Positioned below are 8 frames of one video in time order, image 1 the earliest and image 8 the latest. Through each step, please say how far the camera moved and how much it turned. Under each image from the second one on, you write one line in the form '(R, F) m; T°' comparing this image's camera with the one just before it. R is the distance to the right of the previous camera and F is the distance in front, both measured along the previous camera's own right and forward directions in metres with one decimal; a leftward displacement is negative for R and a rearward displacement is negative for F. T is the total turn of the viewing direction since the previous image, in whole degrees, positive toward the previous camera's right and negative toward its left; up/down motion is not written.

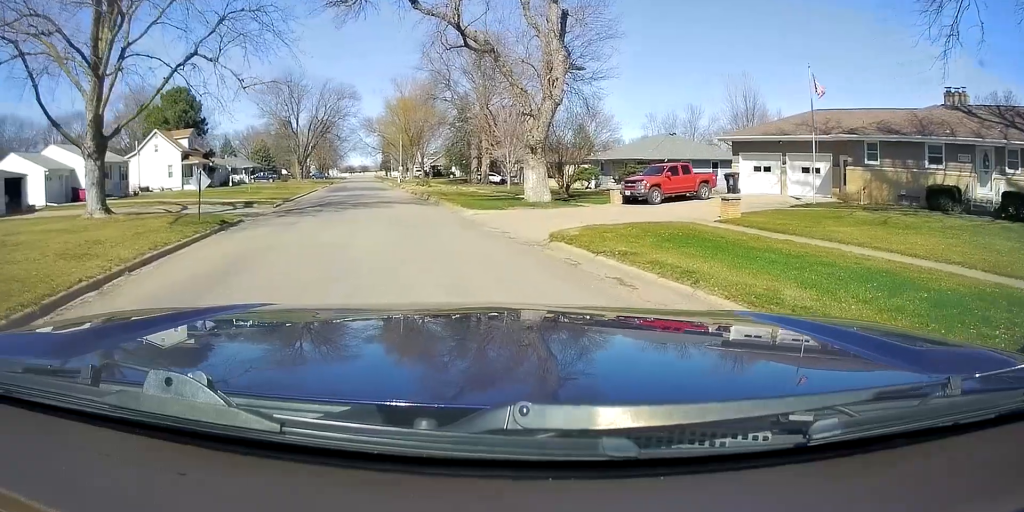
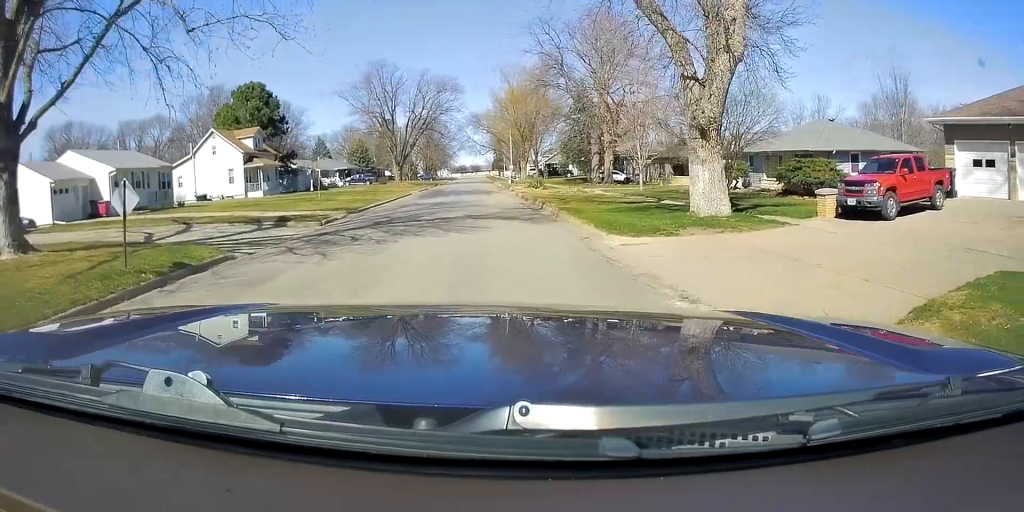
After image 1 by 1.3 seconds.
(-0.6, +9.7) m; -3°
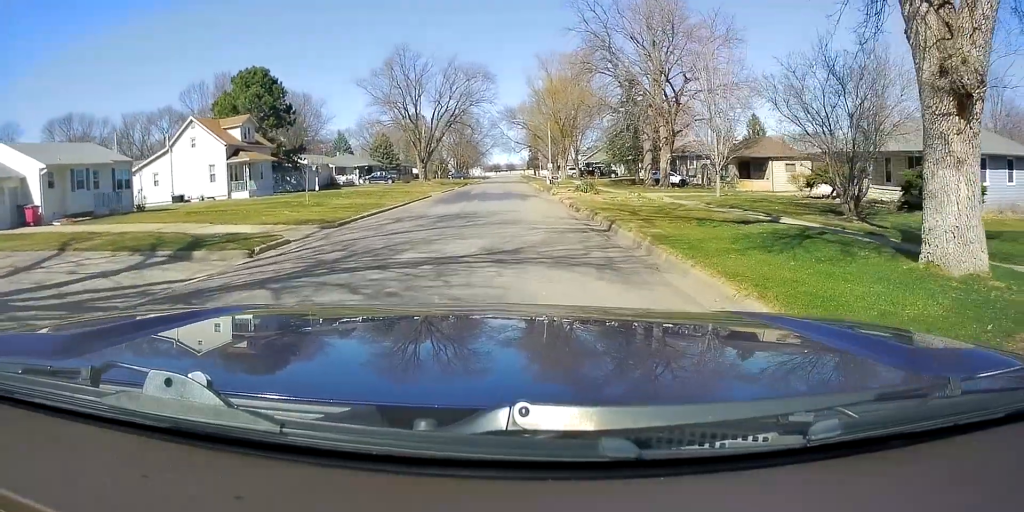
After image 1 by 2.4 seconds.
(-0.1, +9.7) m; -4°
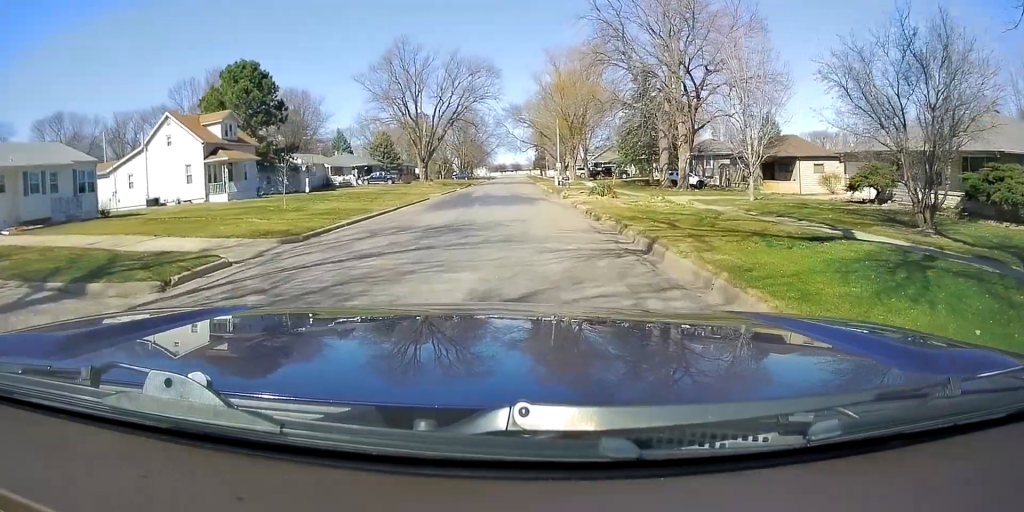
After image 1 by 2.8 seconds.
(-0.2, +4.3) m; -2°
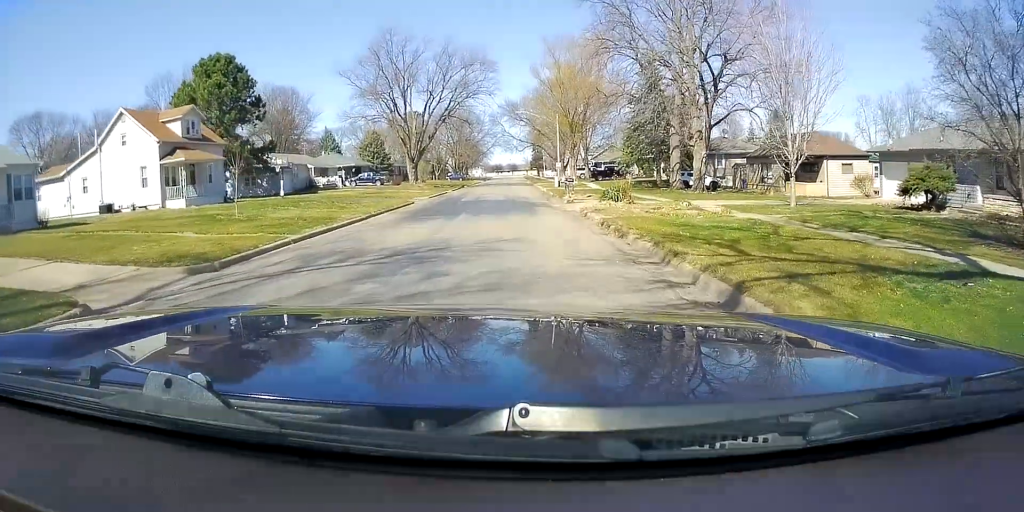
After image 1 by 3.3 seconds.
(-0.1, +5.2) m; -1°
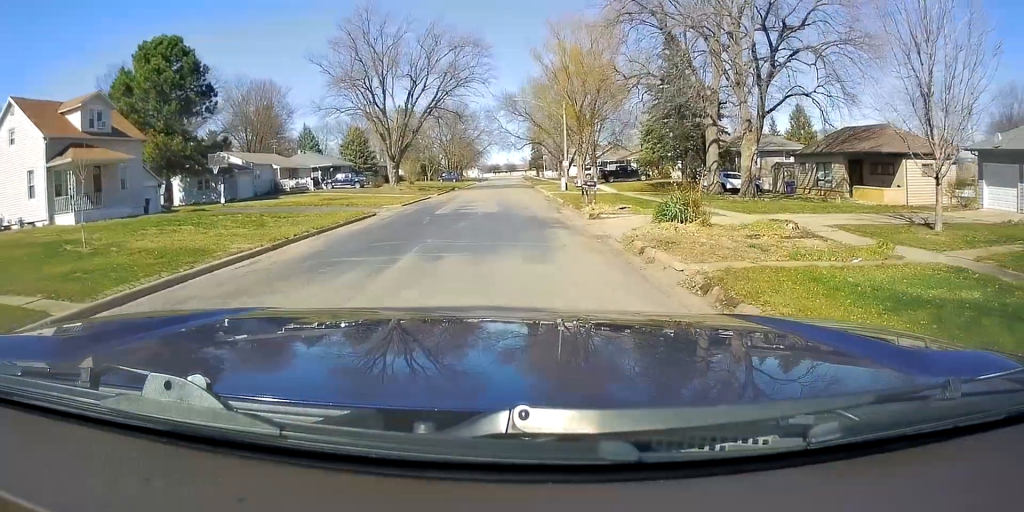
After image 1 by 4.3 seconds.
(0.0, +10.4) m; 0°
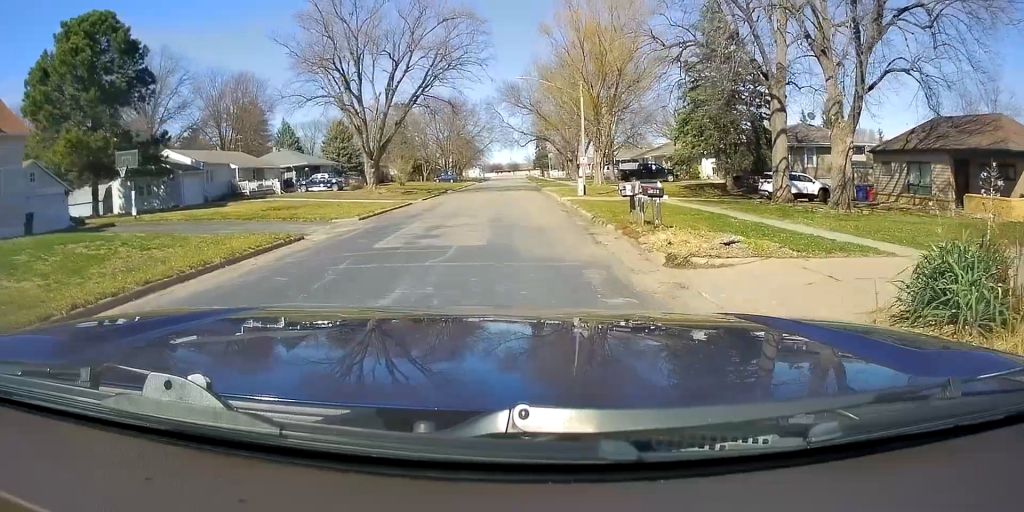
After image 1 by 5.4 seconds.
(0.0, +10.8) m; 0°
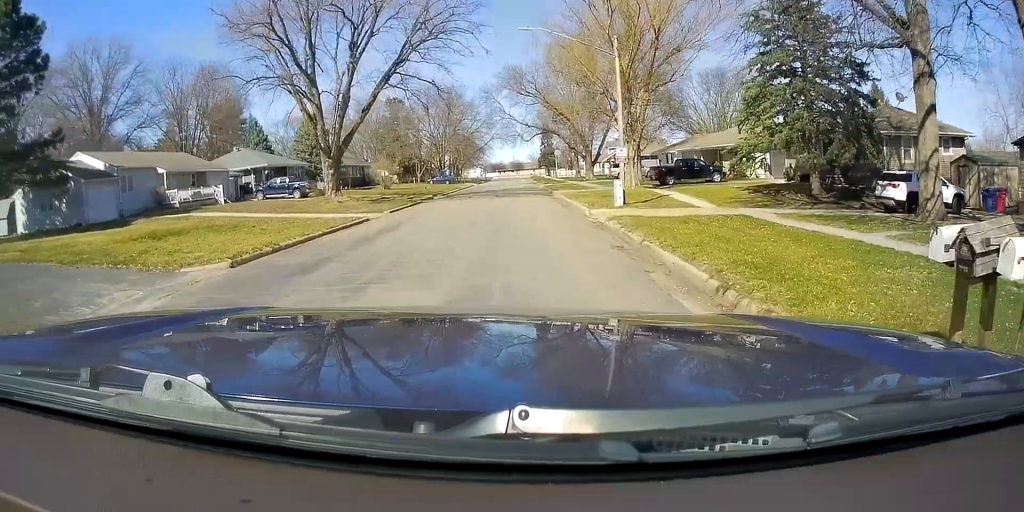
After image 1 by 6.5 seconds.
(0.0, +12.7) m; 0°
